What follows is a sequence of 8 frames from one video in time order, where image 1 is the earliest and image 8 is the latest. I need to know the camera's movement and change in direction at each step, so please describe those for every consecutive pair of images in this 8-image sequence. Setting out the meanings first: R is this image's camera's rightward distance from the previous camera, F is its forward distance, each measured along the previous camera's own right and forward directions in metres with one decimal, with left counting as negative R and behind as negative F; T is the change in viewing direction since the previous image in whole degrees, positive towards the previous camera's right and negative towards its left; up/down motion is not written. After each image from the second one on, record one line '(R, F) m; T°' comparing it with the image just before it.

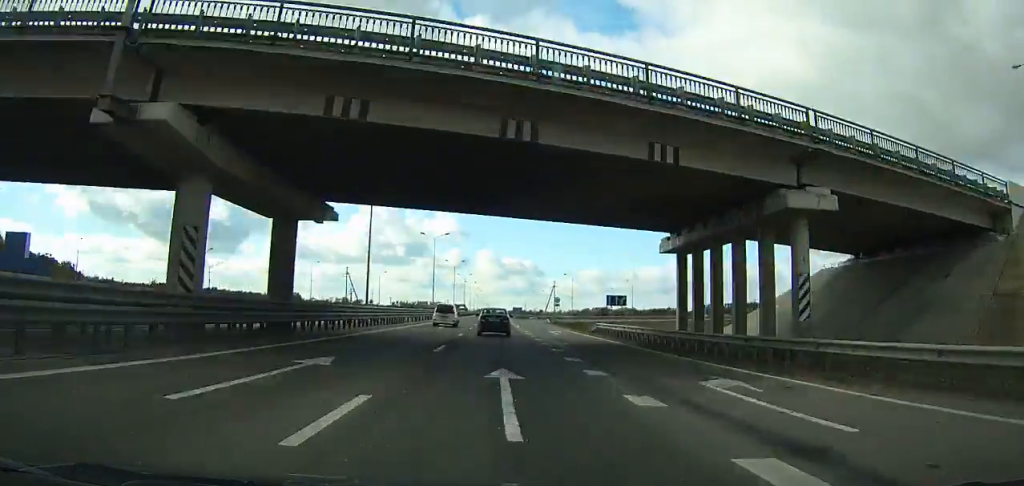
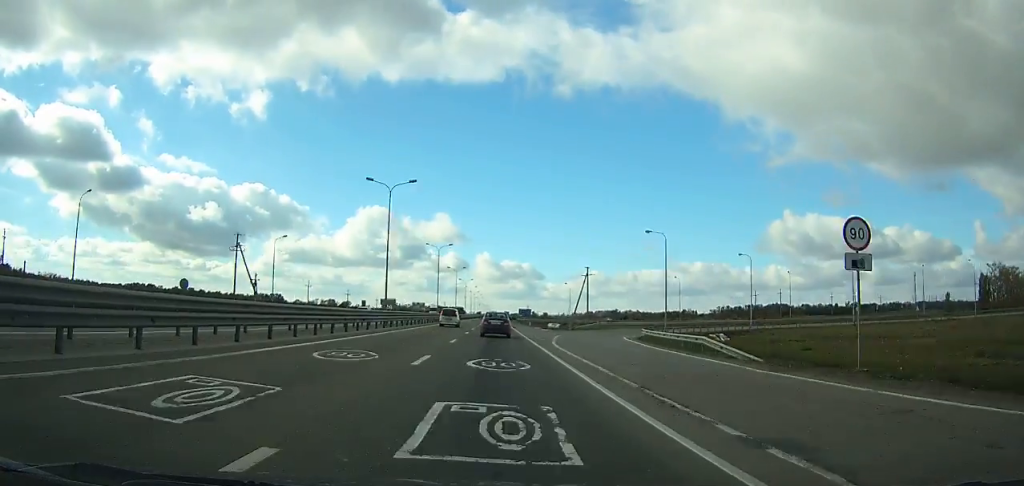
(+0.3, +72.1) m; 0°
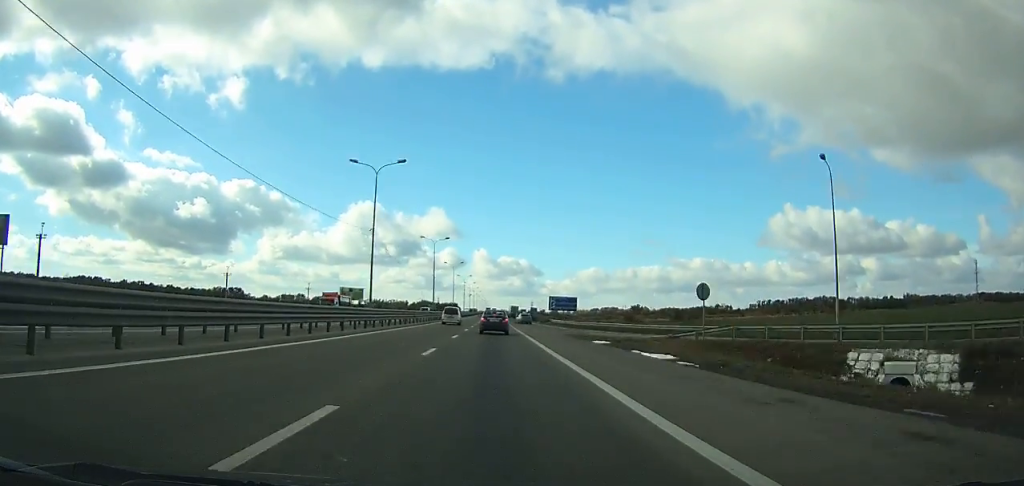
(-0.3, +122.7) m; 0°
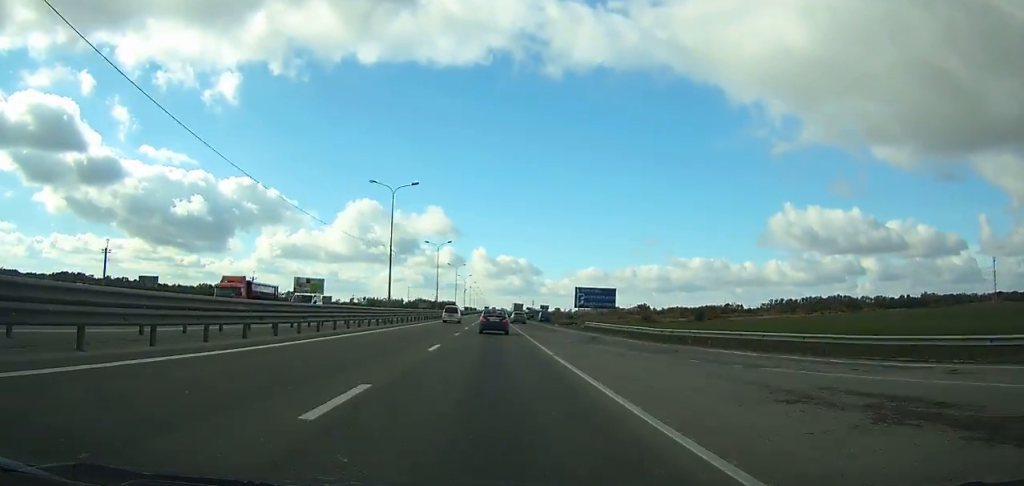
(-0.2, +32.0) m; 0°
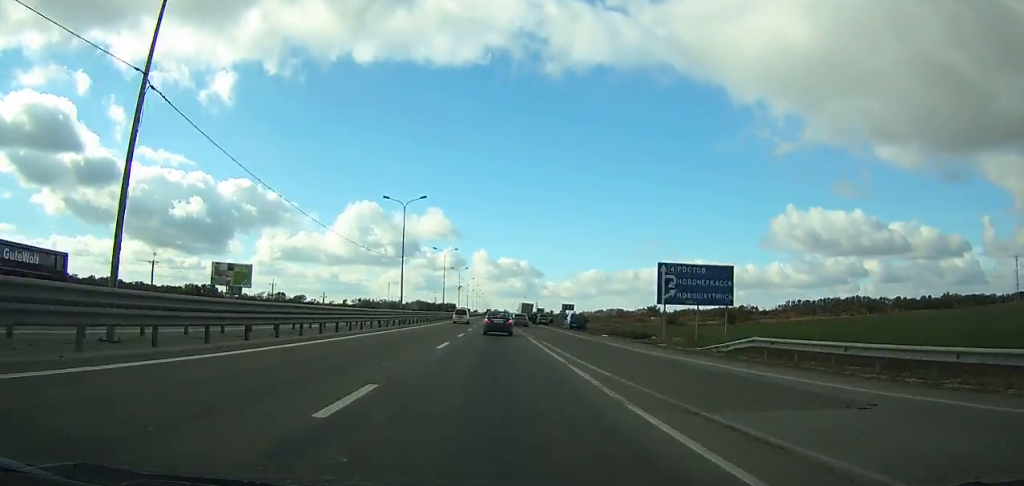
(+0.2, +35.8) m; 0°
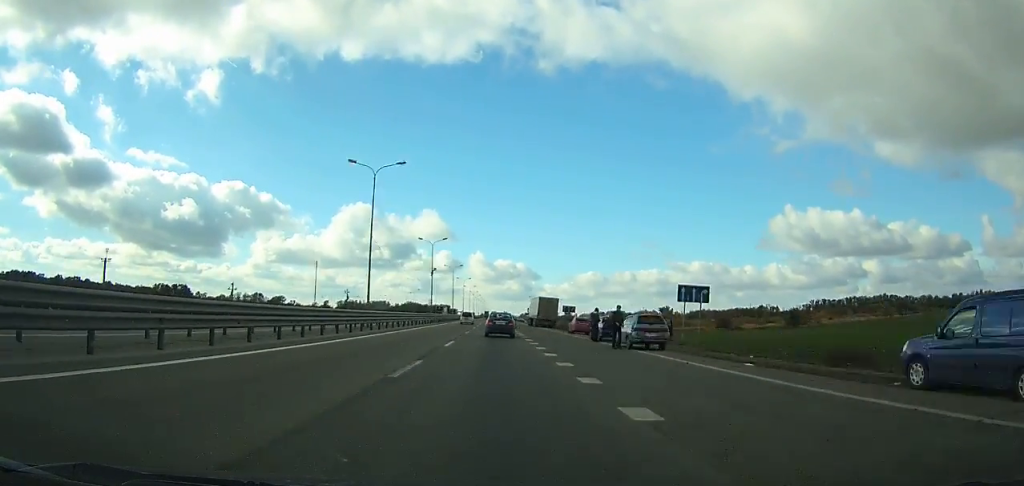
(+0.1, +57.7) m; 0°
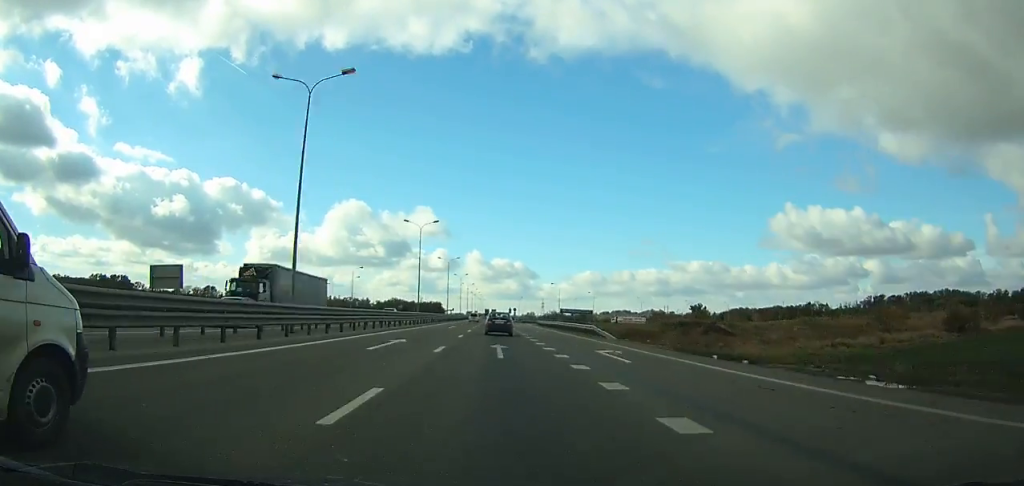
(-0.3, +104.9) m; 0°
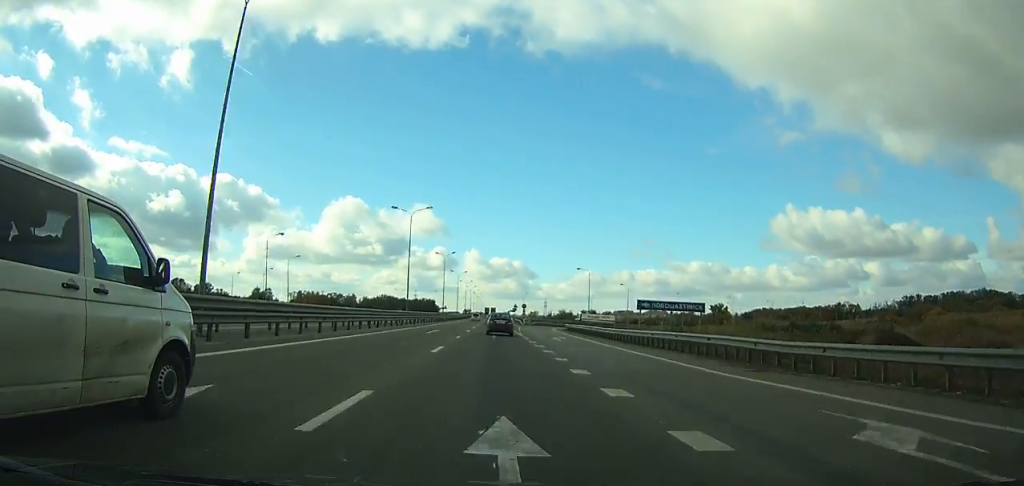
(+0.2, +51.9) m; 0°
